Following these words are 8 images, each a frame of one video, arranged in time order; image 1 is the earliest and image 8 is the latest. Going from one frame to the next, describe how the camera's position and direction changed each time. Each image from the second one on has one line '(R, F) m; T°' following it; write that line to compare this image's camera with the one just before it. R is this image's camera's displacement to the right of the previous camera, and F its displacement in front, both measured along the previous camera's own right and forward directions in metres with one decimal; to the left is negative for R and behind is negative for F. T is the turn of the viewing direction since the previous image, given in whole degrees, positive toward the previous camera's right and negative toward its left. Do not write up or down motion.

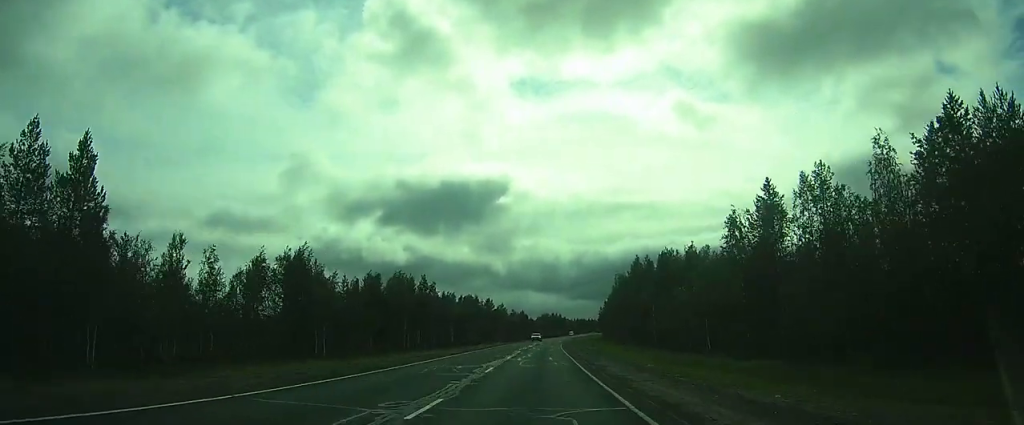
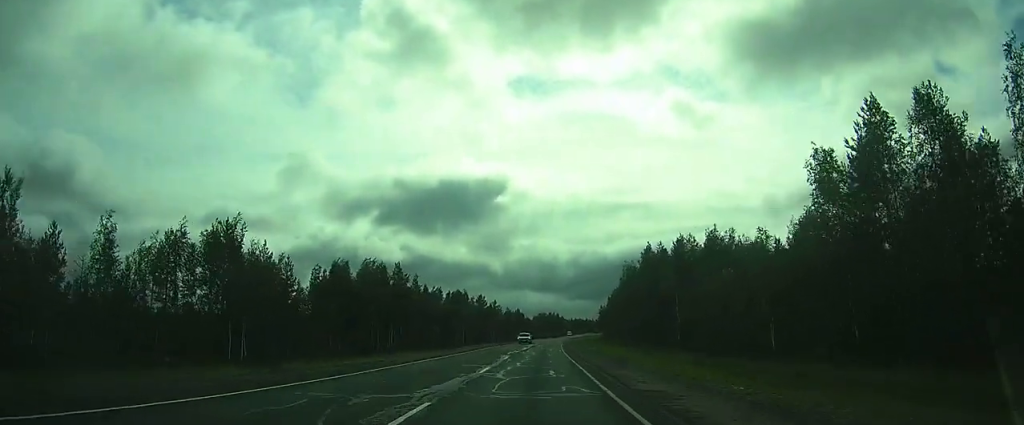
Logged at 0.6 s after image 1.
(+0.1, +12.3) m; 0°
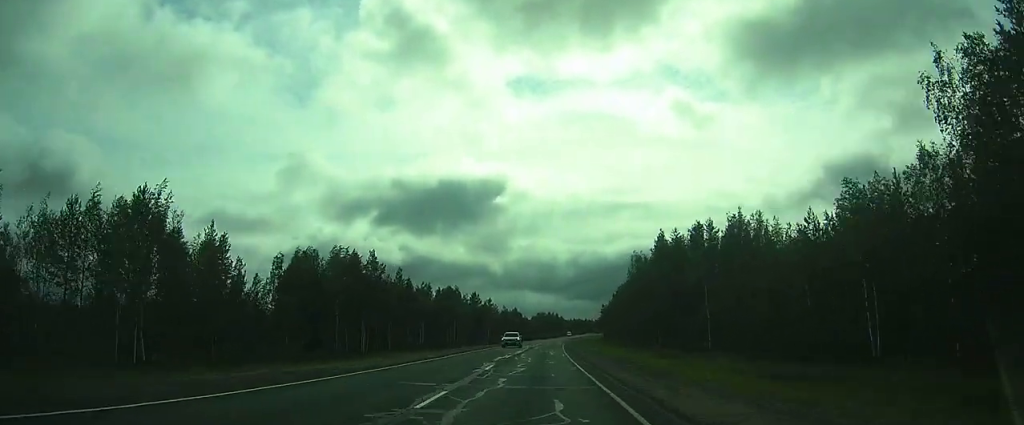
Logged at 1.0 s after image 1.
(+0.1, +9.4) m; 0°
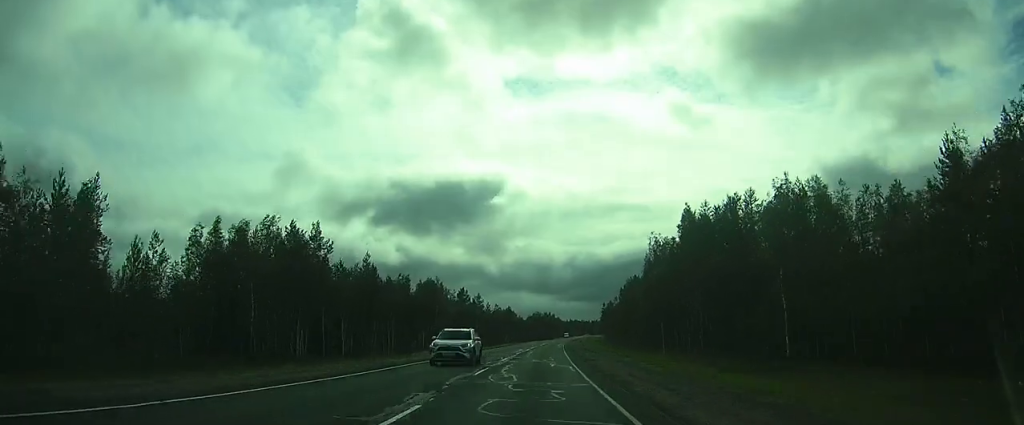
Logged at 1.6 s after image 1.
(0.0, +13.8) m; 0°
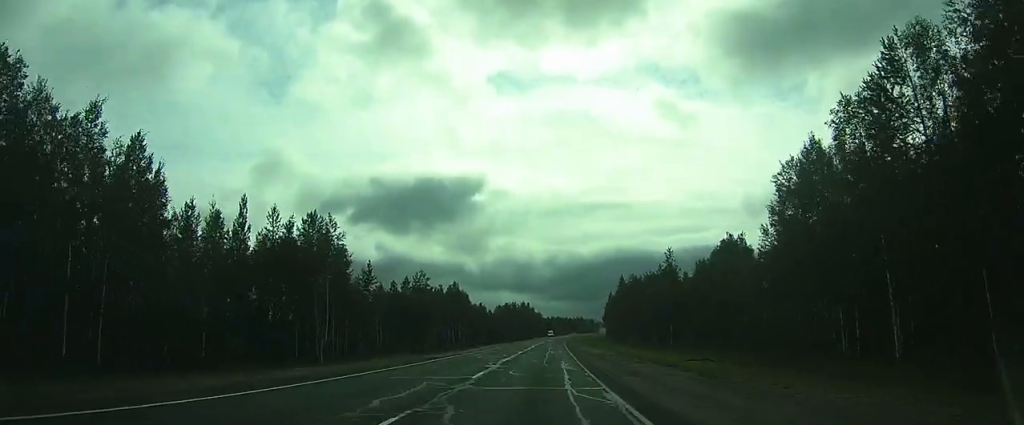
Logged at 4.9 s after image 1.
(+1.6, +70.6) m; +3°
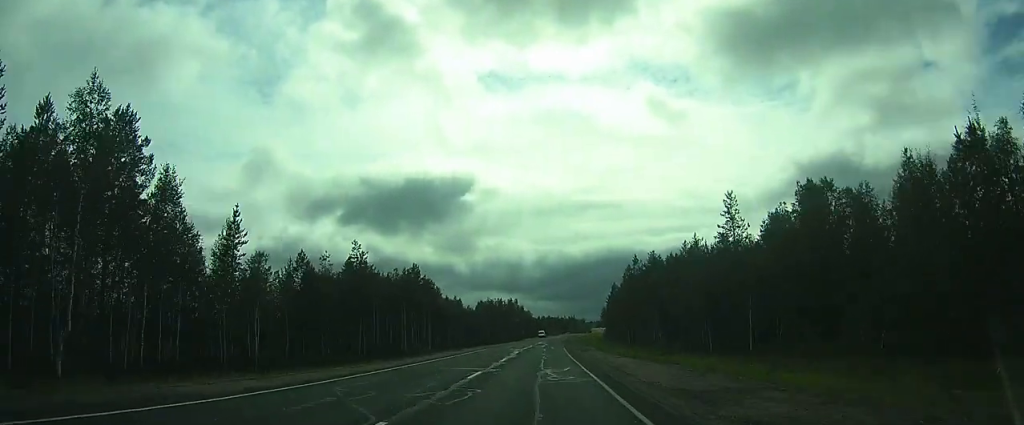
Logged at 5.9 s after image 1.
(+0.1, +23.5) m; 0°
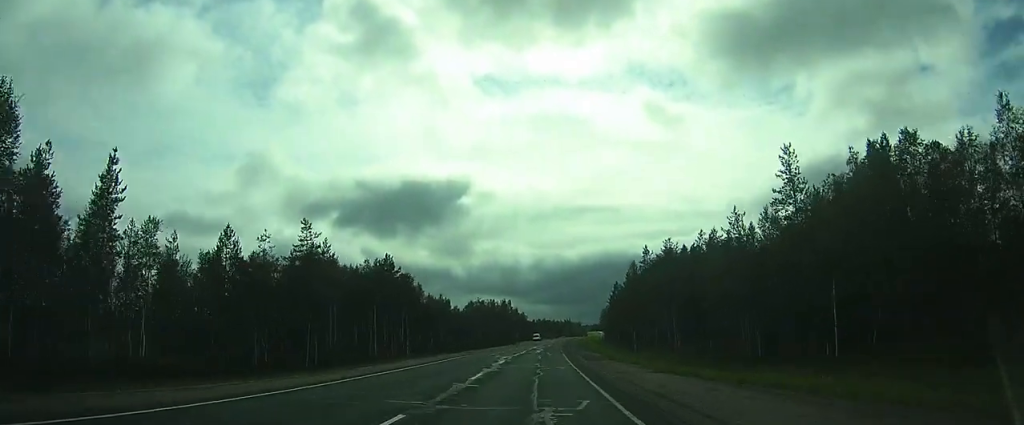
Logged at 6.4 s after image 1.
(0.0, +10.3) m; 0°
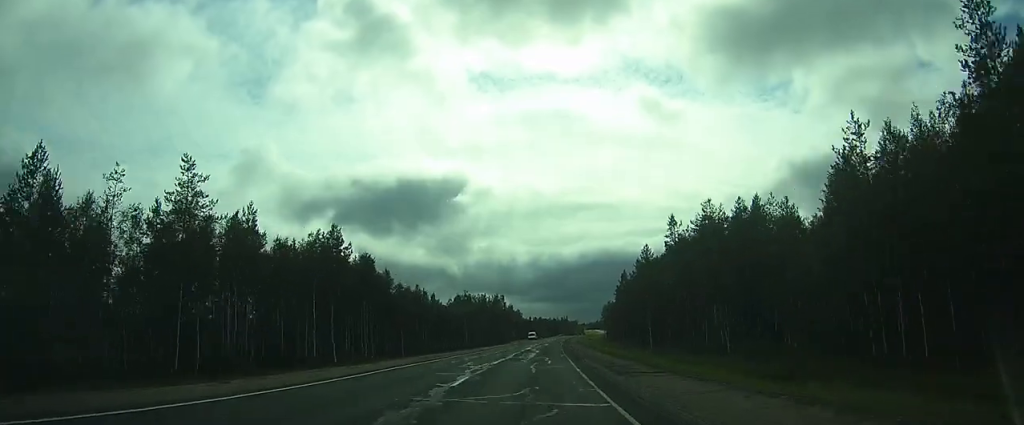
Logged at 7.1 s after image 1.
(0.0, +14.7) m; 0°
